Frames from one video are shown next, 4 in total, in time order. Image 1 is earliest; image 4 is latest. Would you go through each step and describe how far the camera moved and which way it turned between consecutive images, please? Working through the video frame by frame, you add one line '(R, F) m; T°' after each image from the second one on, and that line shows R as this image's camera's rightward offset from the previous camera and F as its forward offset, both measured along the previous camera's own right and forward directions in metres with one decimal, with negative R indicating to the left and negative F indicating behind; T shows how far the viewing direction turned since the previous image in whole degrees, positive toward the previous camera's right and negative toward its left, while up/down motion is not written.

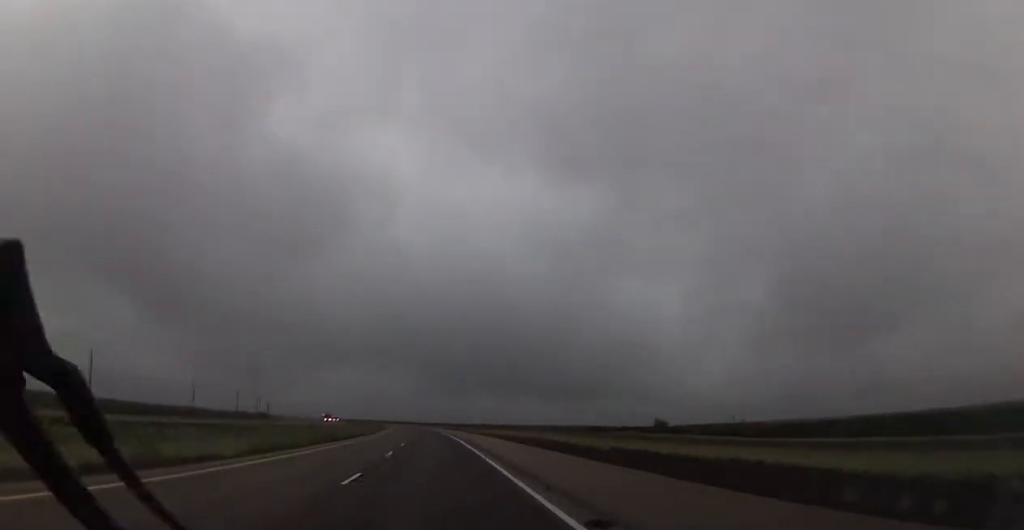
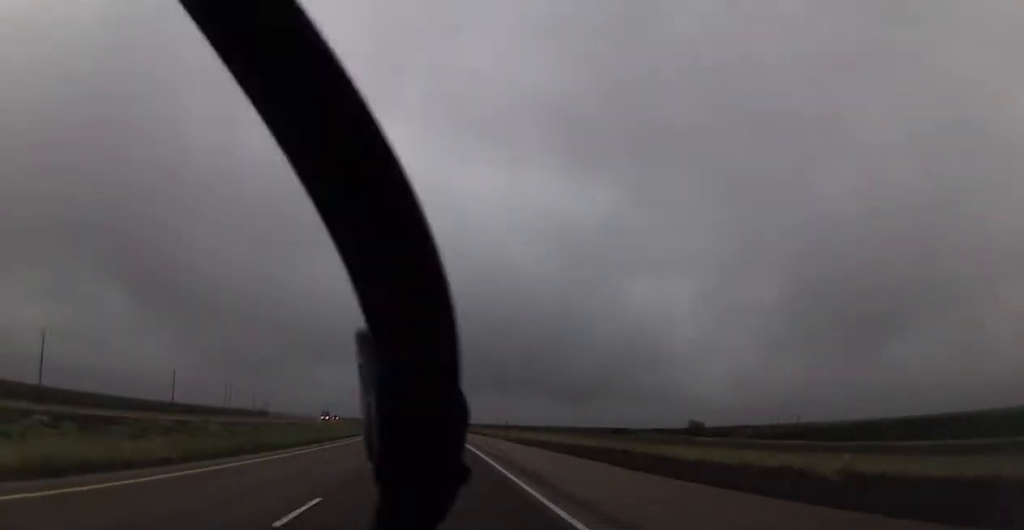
(0.0, +18.2) m; 0°
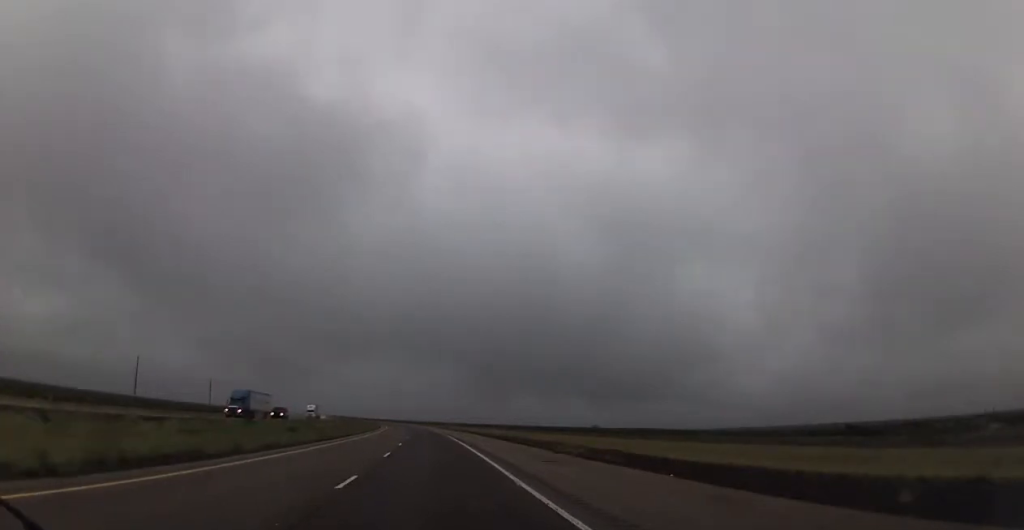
(-2.7, +93.2) m; -3°
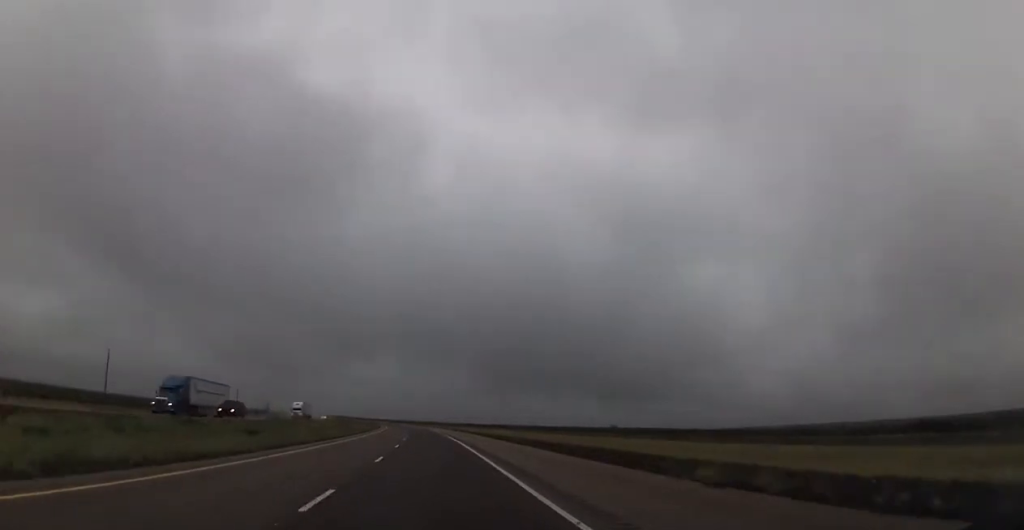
(0.0, +15.7) m; 0°
